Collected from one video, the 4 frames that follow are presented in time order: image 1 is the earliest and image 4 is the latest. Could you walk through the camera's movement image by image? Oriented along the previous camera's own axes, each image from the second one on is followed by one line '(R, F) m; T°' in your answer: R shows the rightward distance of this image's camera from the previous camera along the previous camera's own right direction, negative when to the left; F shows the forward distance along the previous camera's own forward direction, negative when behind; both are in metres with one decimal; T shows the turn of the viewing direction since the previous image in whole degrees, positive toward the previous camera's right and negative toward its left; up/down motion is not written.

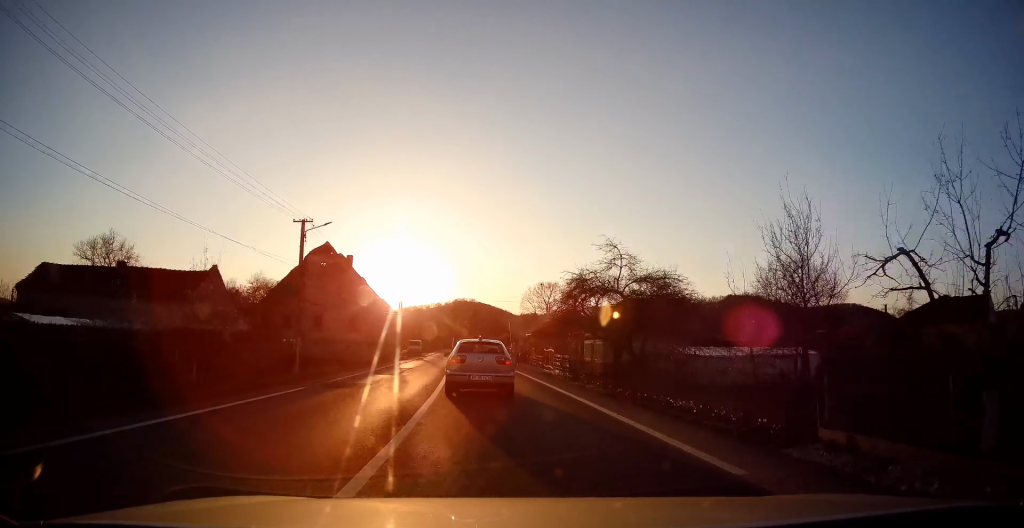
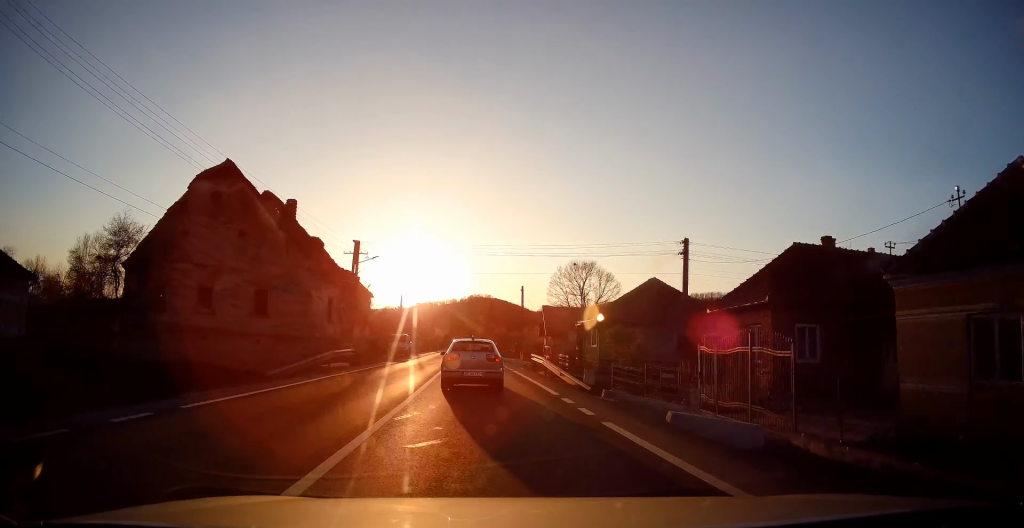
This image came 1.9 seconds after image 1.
(-0.3, +29.3) m; -3°
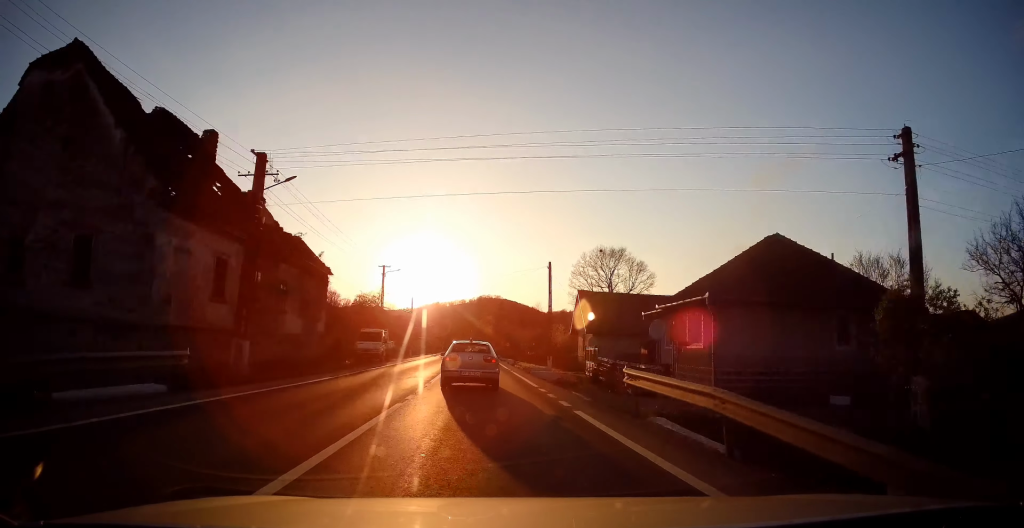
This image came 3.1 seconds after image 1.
(-0.3, +17.3) m; -2°
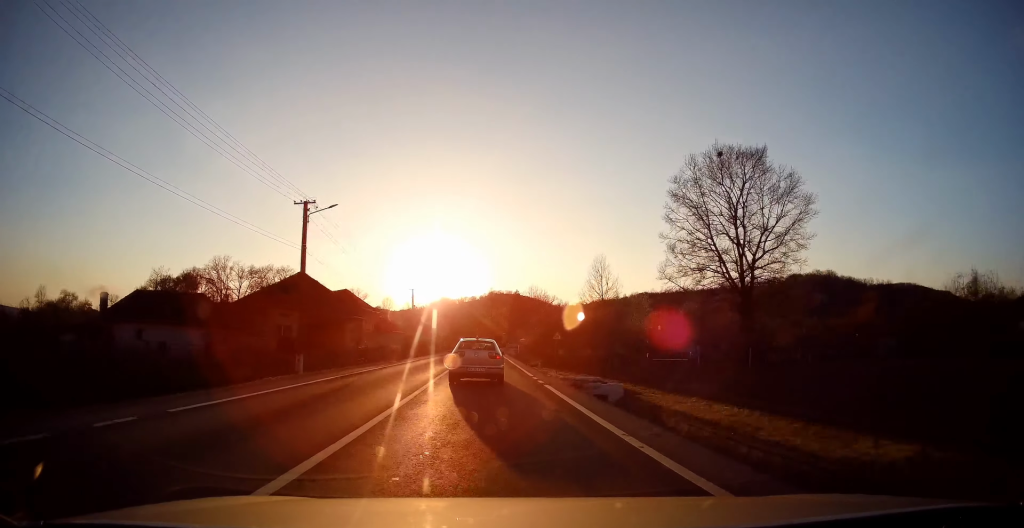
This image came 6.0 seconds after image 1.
(+0.3, +45.9) m; 0°
